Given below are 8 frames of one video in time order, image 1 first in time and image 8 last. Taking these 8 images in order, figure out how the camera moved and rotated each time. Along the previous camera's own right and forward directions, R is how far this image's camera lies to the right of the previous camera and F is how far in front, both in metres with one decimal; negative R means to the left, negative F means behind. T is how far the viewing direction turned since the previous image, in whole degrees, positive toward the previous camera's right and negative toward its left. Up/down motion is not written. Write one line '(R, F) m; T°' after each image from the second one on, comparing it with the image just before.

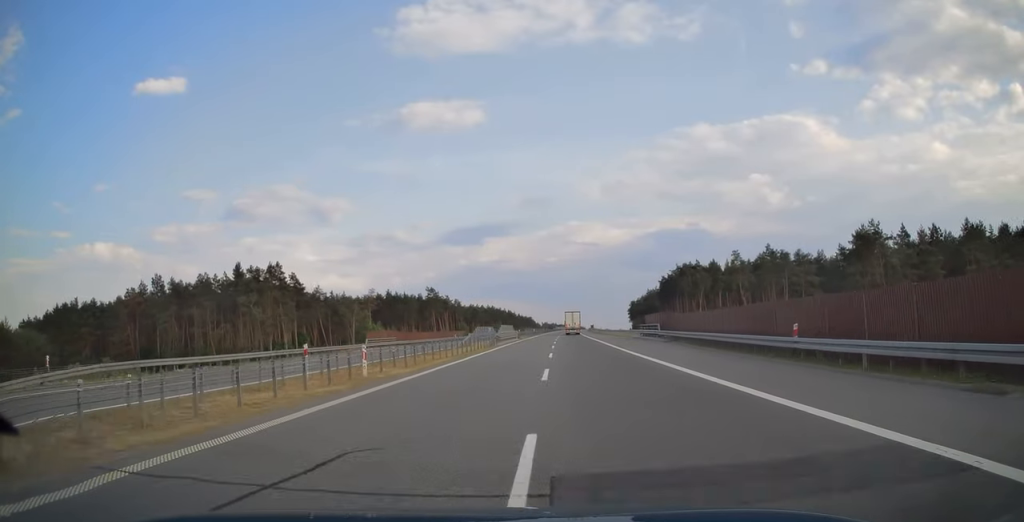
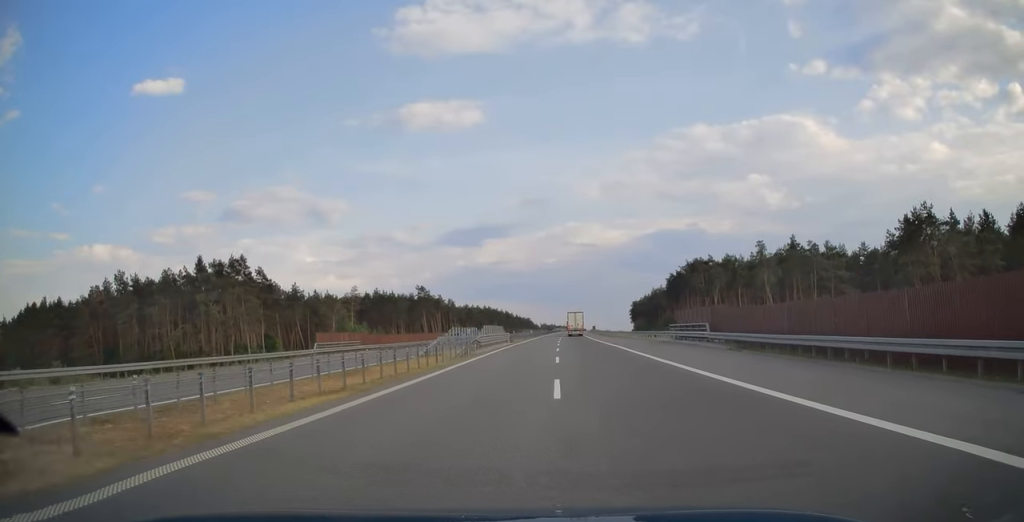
(0.0, +15.8) m; 0°
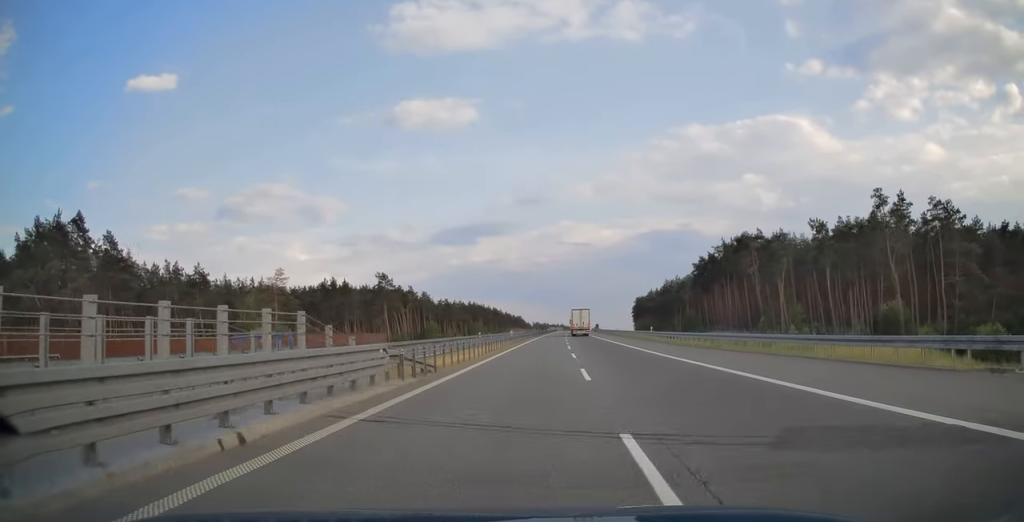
(+0.2, +44.5) m; +1°
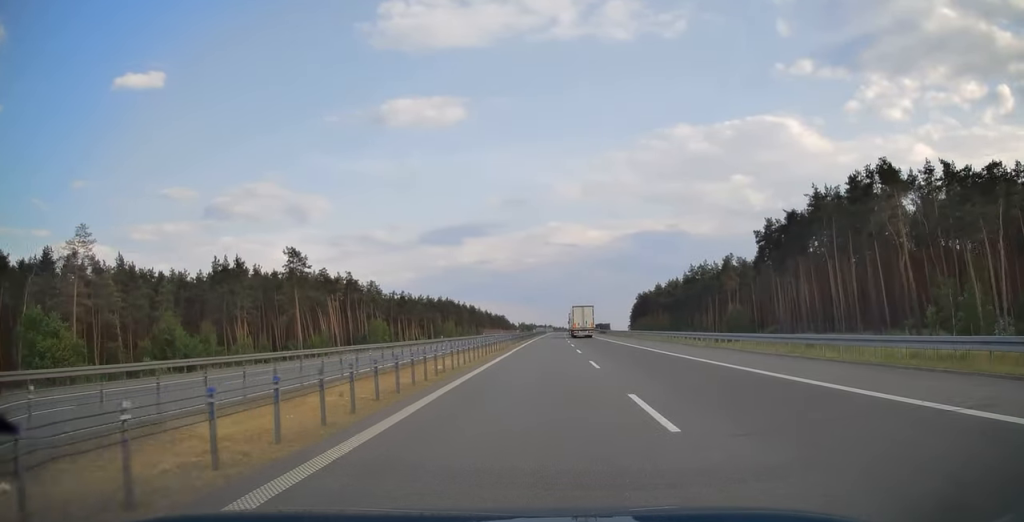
(+0.4, +56.0) m; +1°
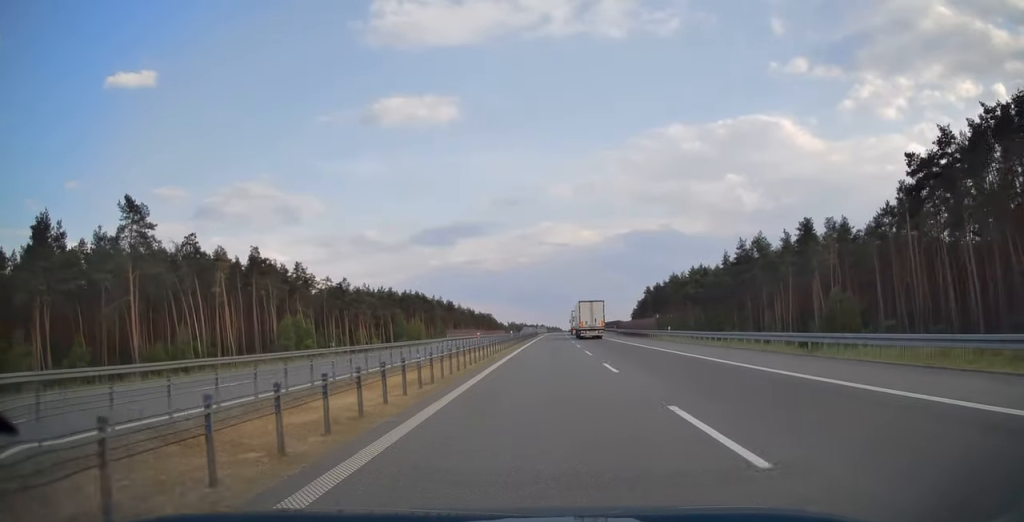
(+0.5, +50.2) m; +1°
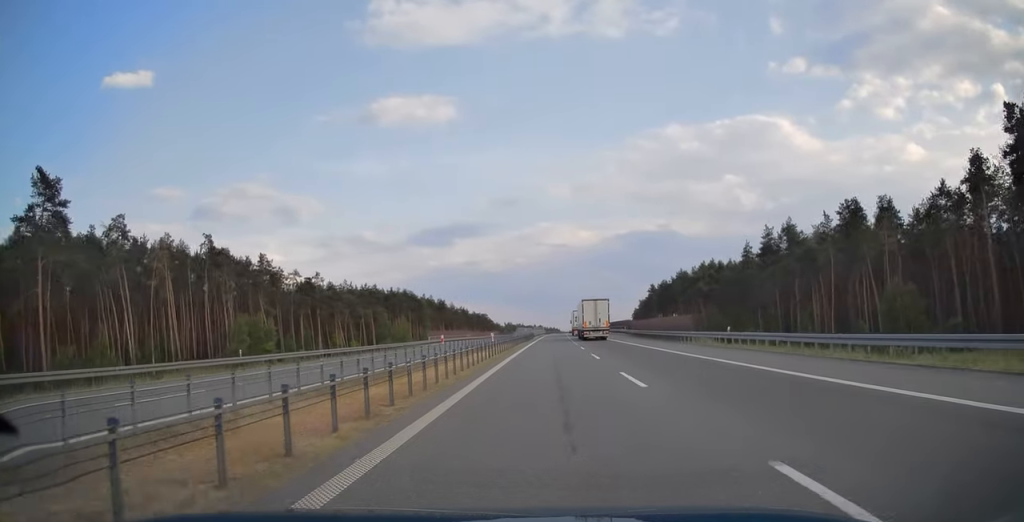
(0.0, +16.4) m; 0°
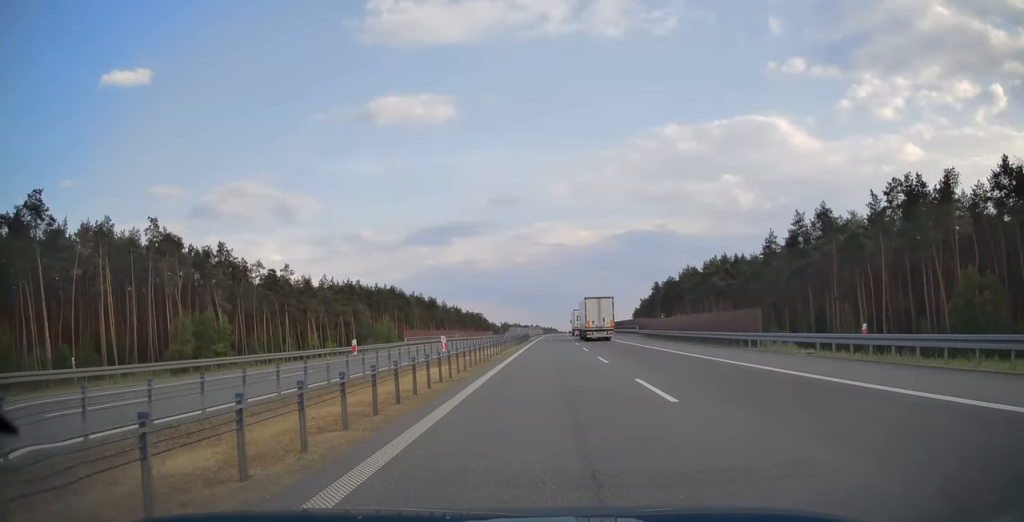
(0.0, +14.7) m; 0°
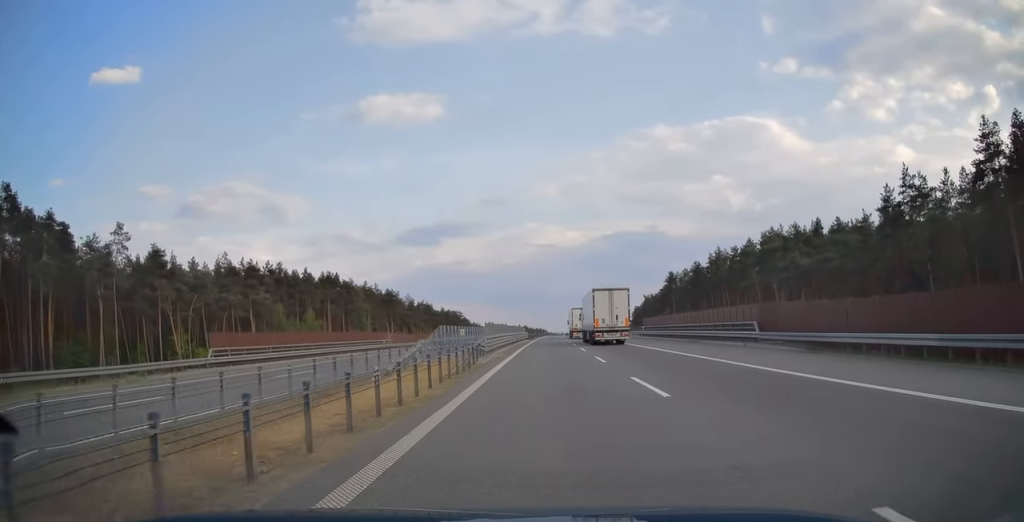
(+0.3, +47.6) m; +1°
